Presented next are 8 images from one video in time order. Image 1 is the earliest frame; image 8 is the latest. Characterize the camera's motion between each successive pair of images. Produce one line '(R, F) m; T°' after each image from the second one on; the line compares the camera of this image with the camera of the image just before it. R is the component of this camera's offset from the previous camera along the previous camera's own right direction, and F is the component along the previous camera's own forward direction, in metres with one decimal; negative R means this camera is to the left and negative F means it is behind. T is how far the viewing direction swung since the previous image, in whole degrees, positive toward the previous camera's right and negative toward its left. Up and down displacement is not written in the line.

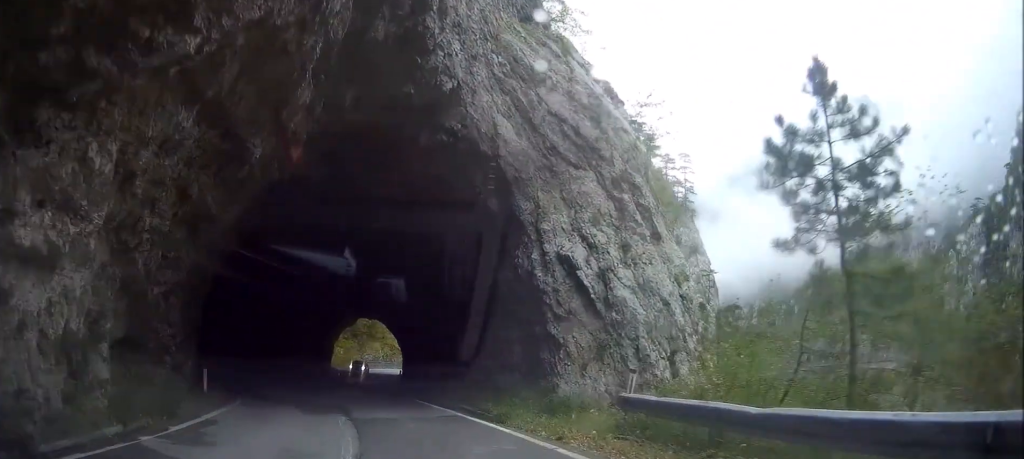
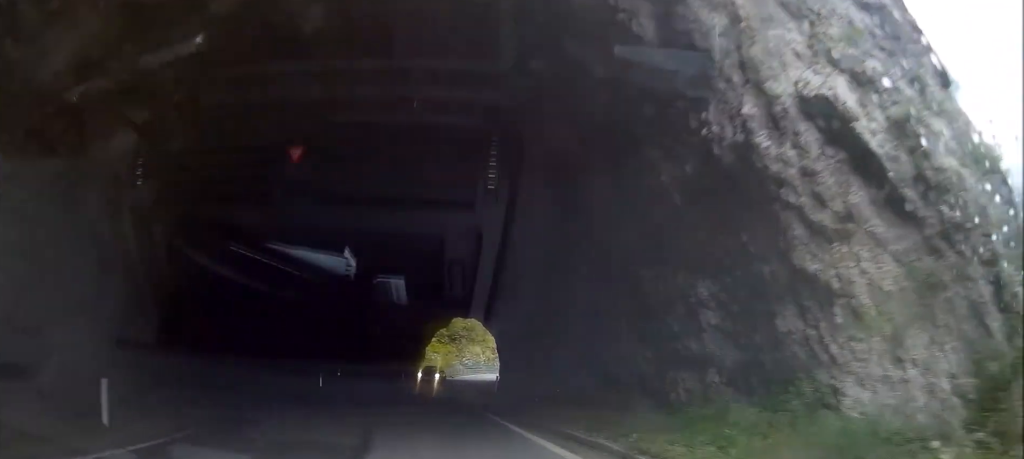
(-0.4, +7.0) m; -1°
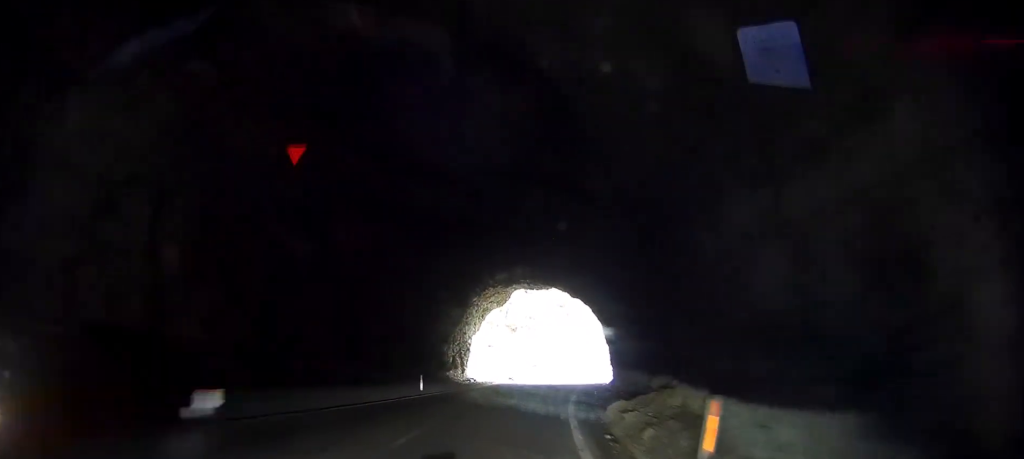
(+0.9, +16.2) m; +5°
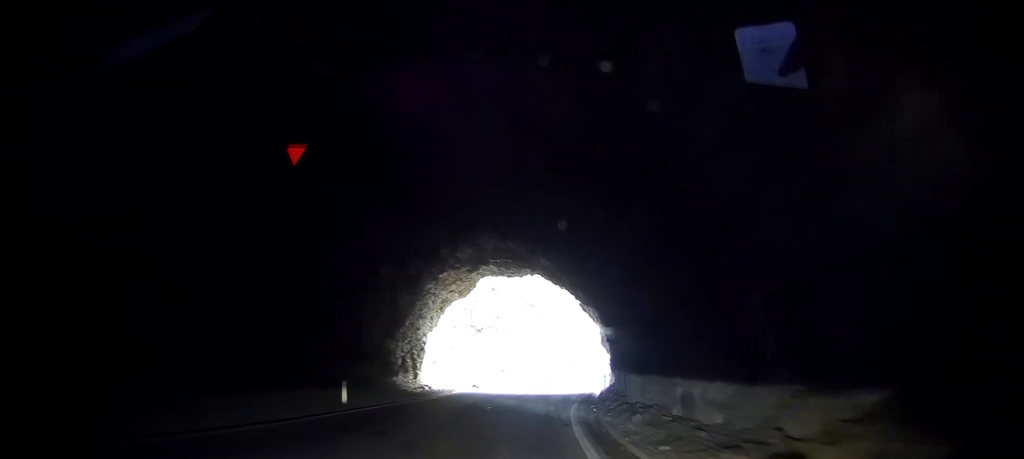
(0.0, +6.5) m; -3°
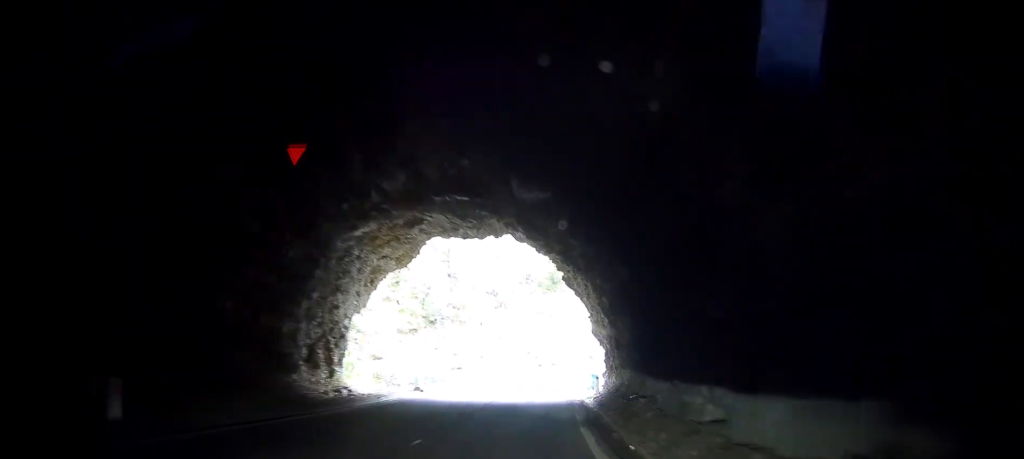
(-0.4, +9.2) m; -5°
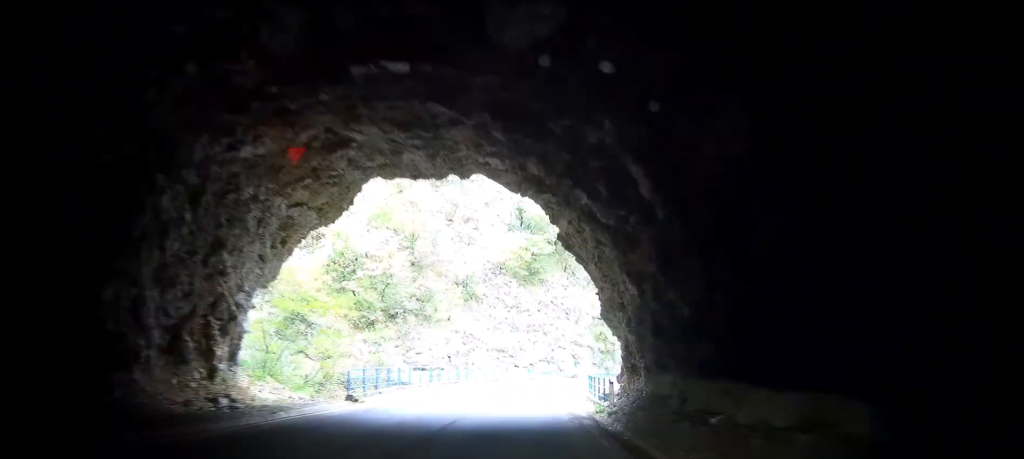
(-0.5, +8.9) m; -3°
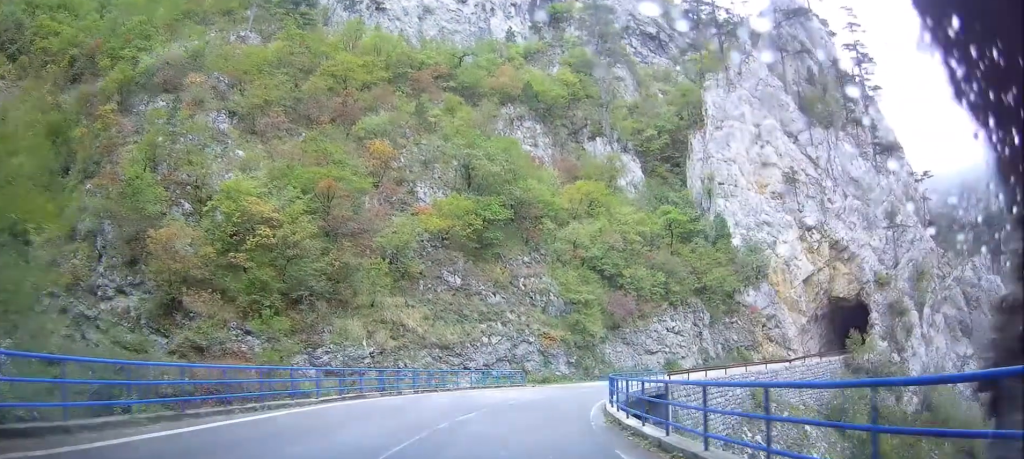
(0.0, +20.1) m; 0°
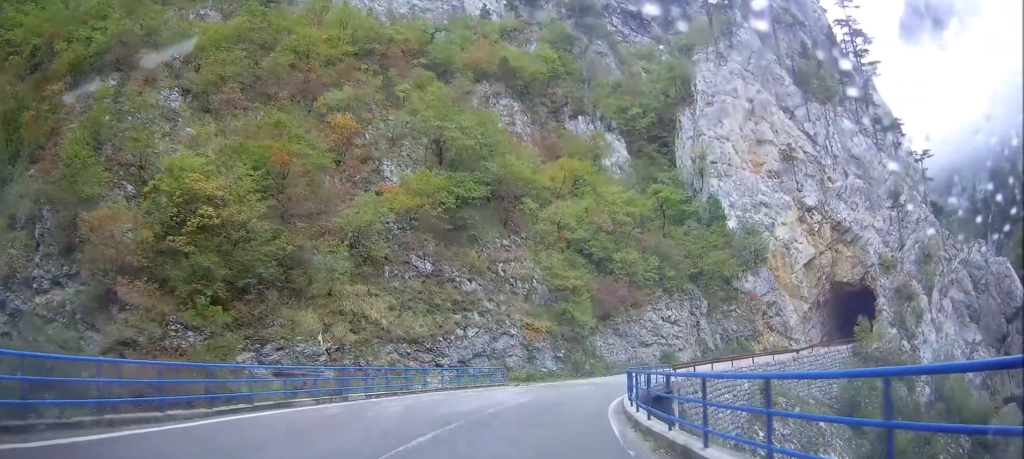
(0.0, +7.8) m; 0°
